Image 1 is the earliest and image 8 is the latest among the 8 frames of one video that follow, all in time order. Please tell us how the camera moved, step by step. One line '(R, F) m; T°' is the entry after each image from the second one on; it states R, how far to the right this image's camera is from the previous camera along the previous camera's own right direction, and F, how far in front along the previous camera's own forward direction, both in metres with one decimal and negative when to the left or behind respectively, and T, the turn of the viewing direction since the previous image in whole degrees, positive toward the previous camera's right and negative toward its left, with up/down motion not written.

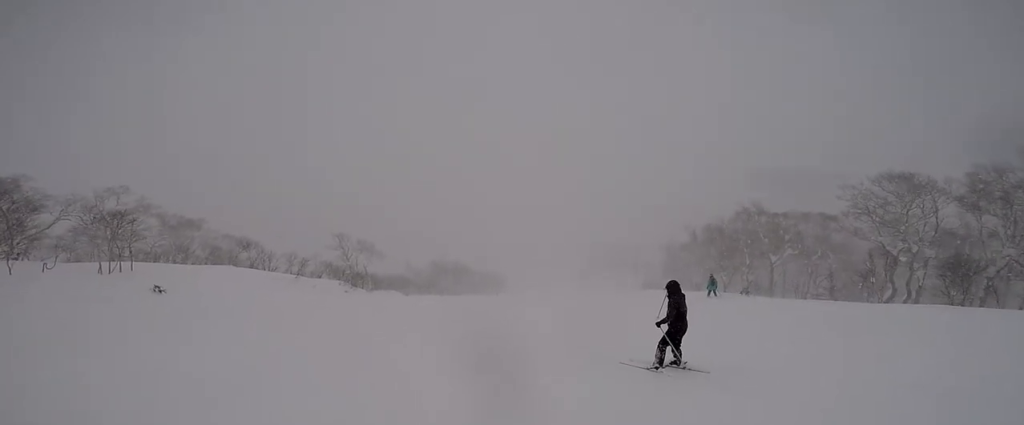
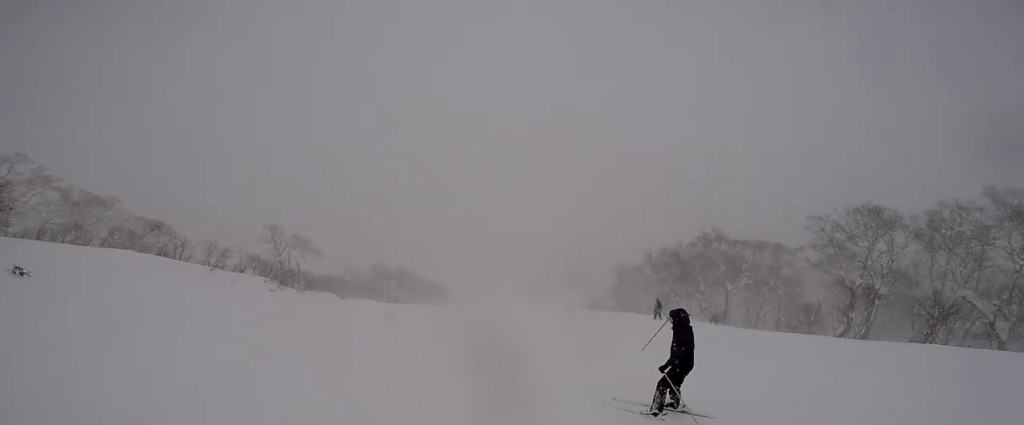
(0.0, +3.4) m; 0°
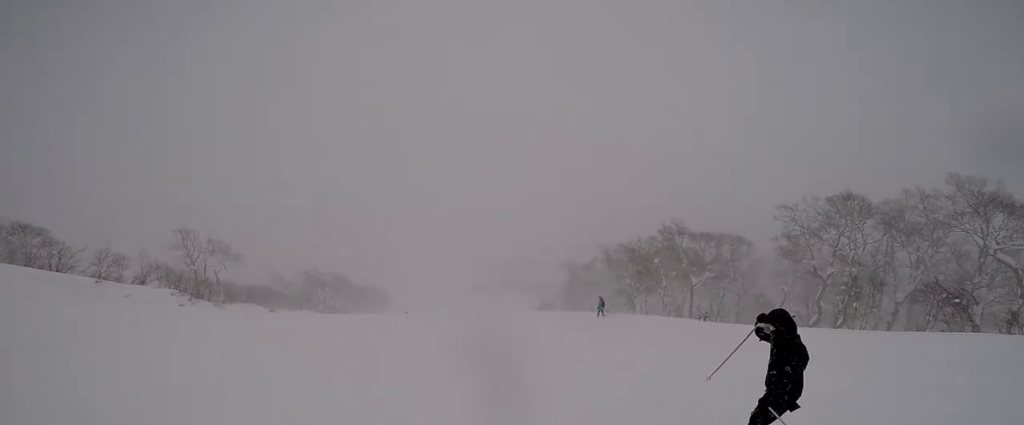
(0.0, +4.3) m; +5°
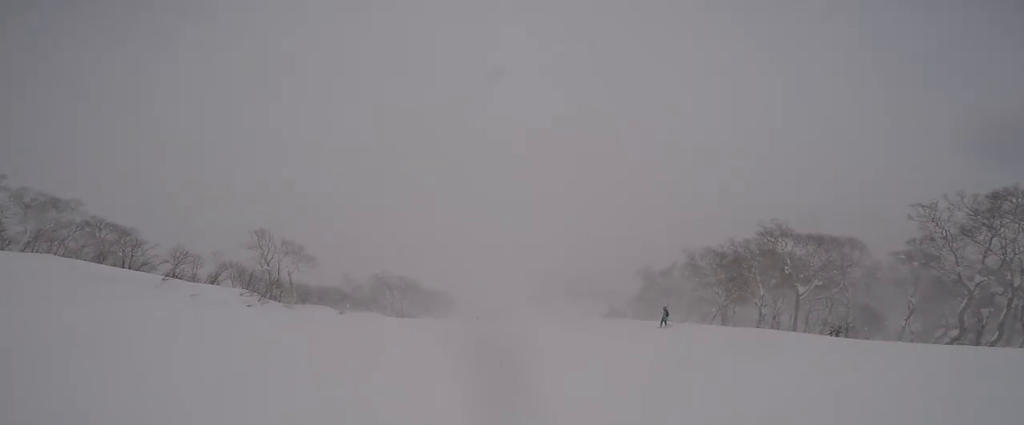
(-0.2, +3.2) m; +10°
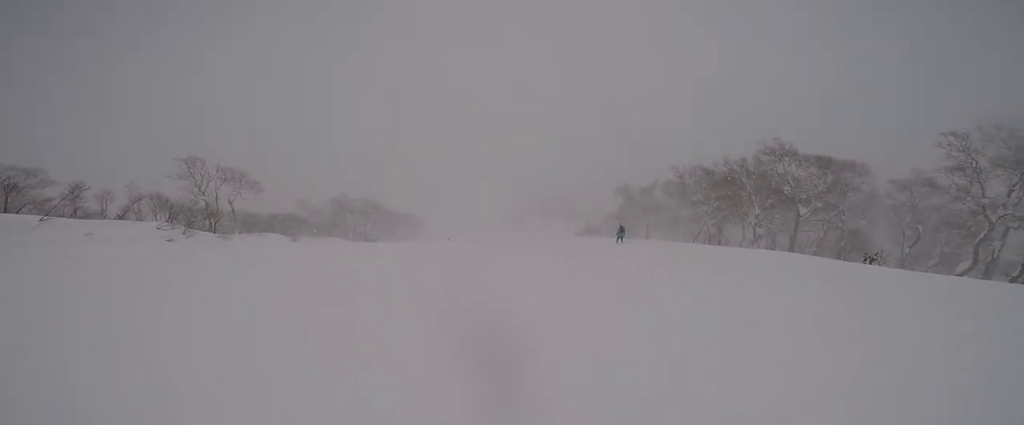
(+0.8, +3.7) m; +2°
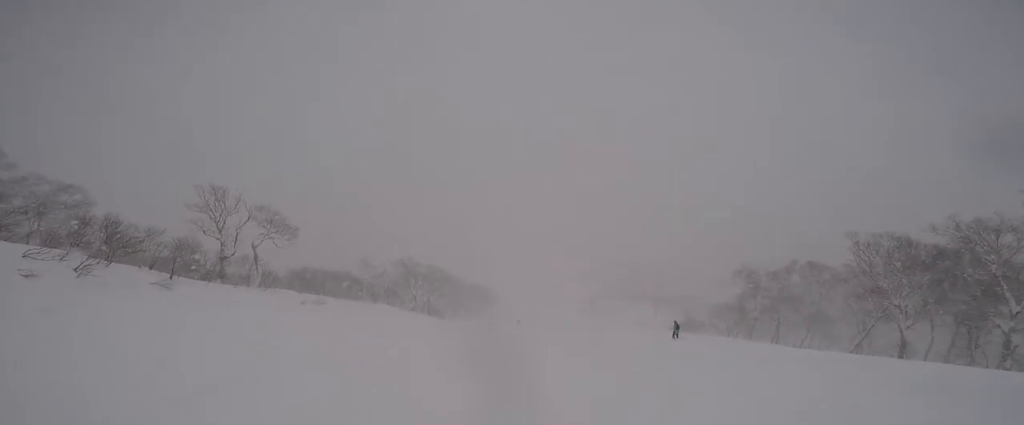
(-2.2, +11.8) m; -17°
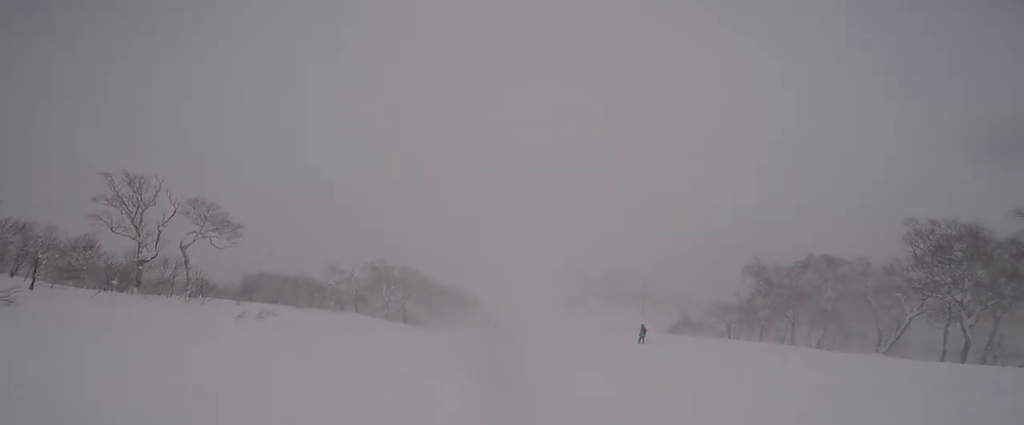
(0.0, +6.4) m; +13°
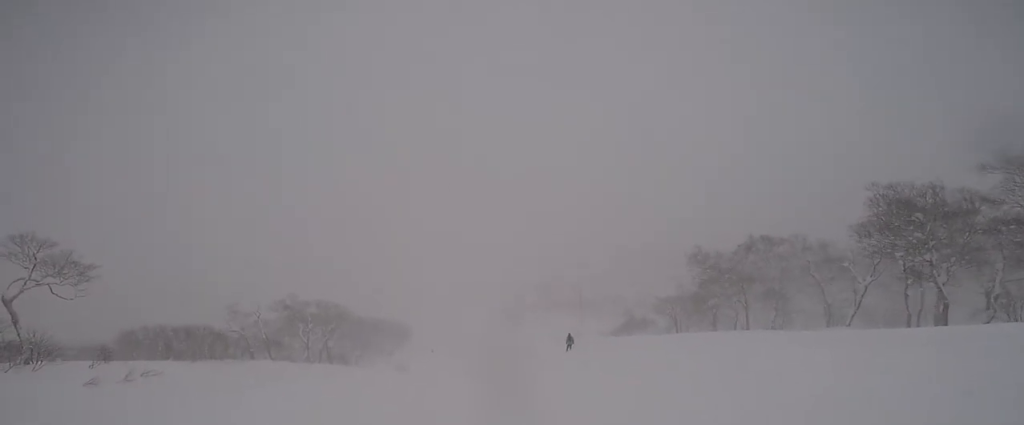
(+1.1, +4.9) m; +11°
